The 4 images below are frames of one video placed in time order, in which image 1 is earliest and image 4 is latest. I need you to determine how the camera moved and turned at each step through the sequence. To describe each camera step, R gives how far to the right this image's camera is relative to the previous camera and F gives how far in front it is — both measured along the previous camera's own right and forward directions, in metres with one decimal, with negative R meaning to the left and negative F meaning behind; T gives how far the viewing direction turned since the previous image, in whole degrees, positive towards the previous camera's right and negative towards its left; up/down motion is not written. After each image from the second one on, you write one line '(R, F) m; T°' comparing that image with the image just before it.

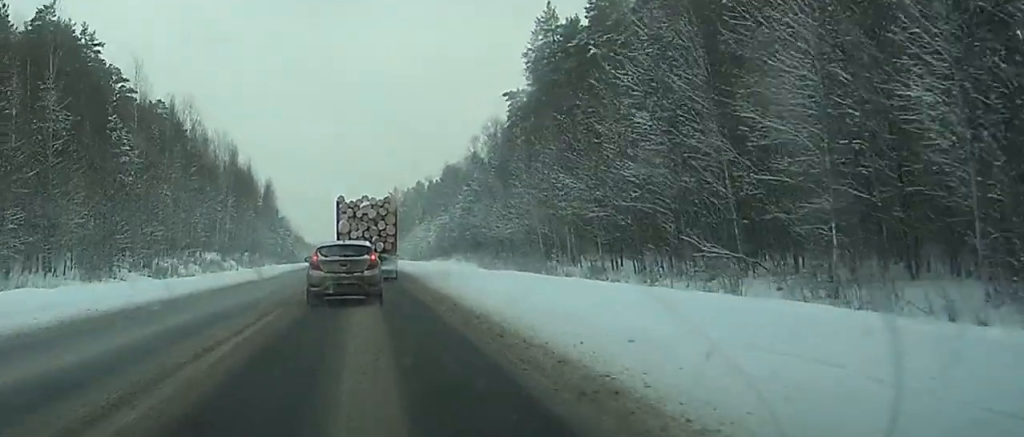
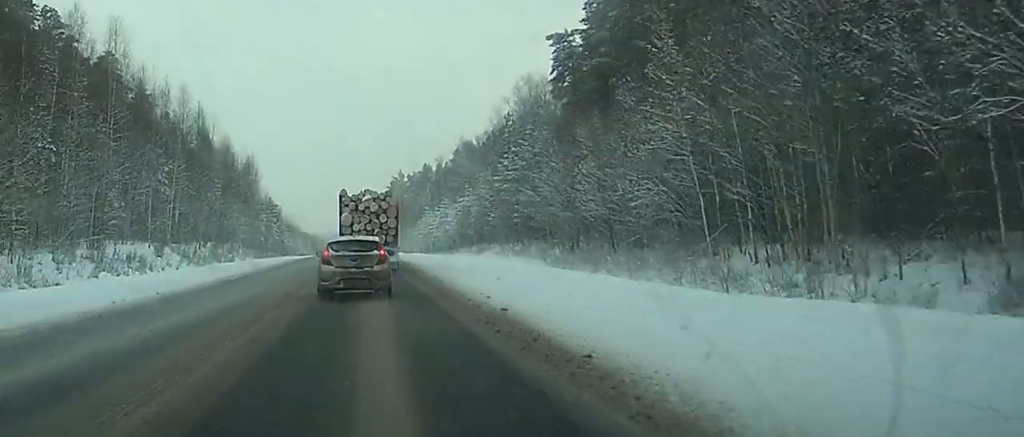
(0.0, +30.9) m; 0°
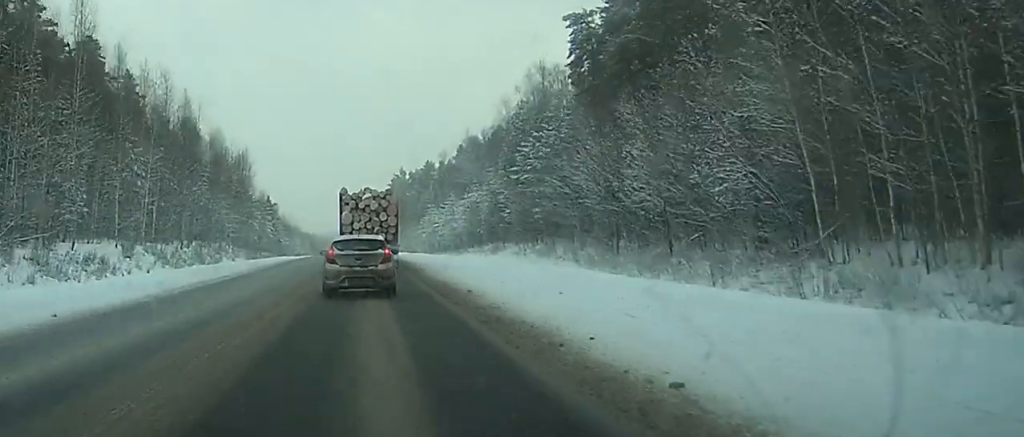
(0.0, +8.6) m; 0°
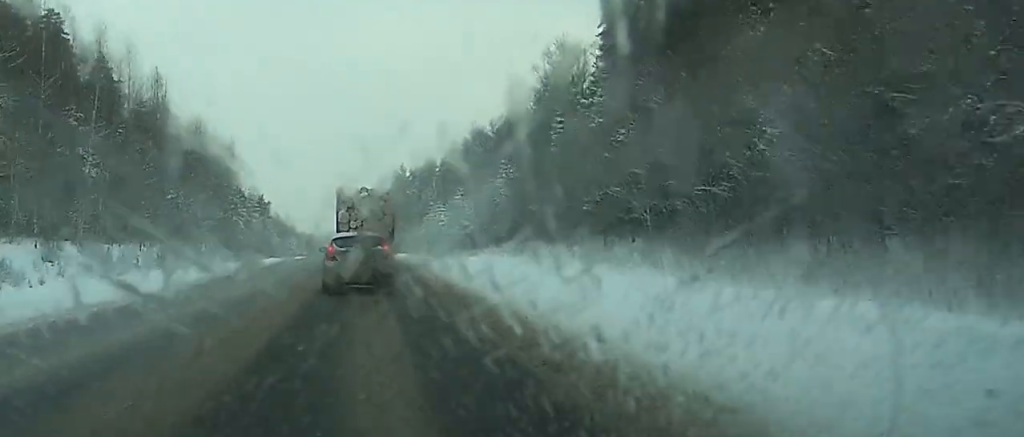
(-0.1, +13.6) m; 0°
